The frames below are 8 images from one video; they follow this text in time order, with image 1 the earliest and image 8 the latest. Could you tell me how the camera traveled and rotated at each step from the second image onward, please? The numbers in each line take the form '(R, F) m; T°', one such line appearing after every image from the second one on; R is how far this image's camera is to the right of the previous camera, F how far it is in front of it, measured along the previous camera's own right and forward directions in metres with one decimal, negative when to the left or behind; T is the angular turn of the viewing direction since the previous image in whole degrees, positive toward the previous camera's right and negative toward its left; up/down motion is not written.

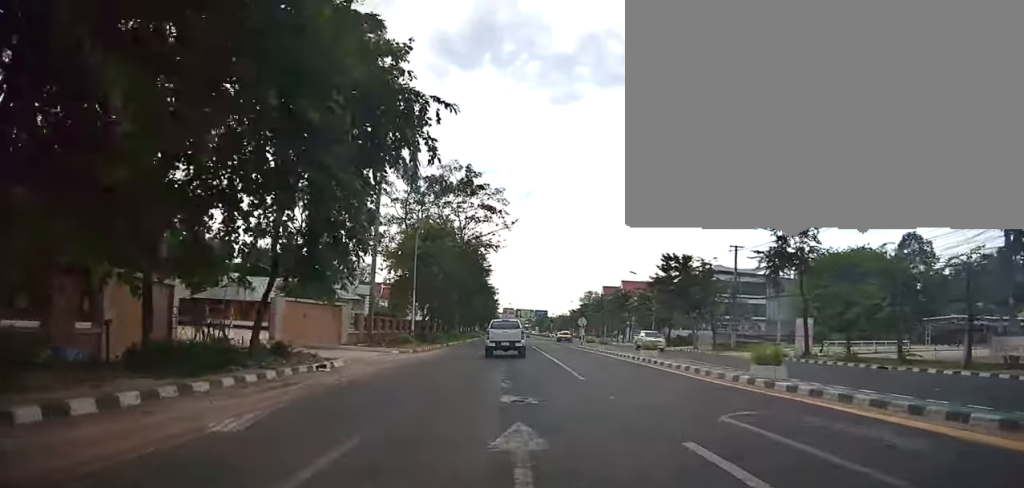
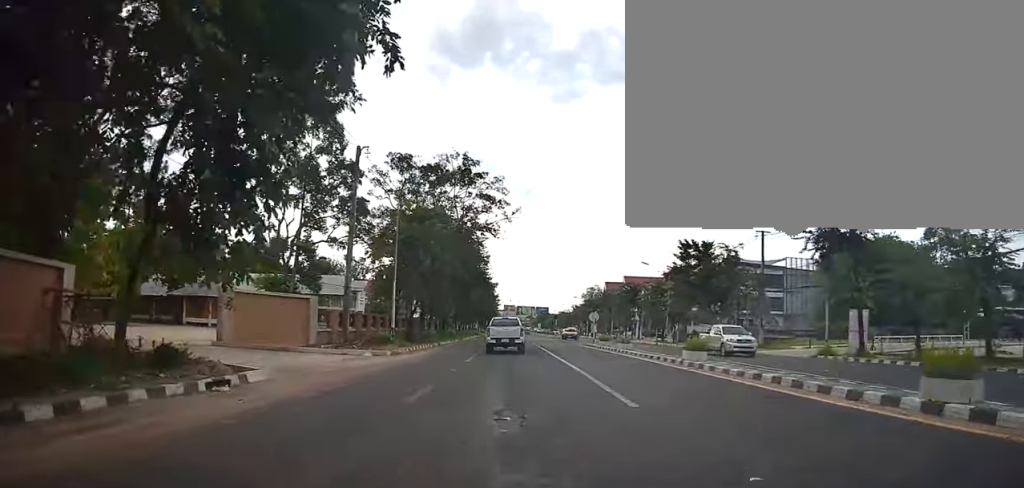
(+0.1, +6.5) m; 0°
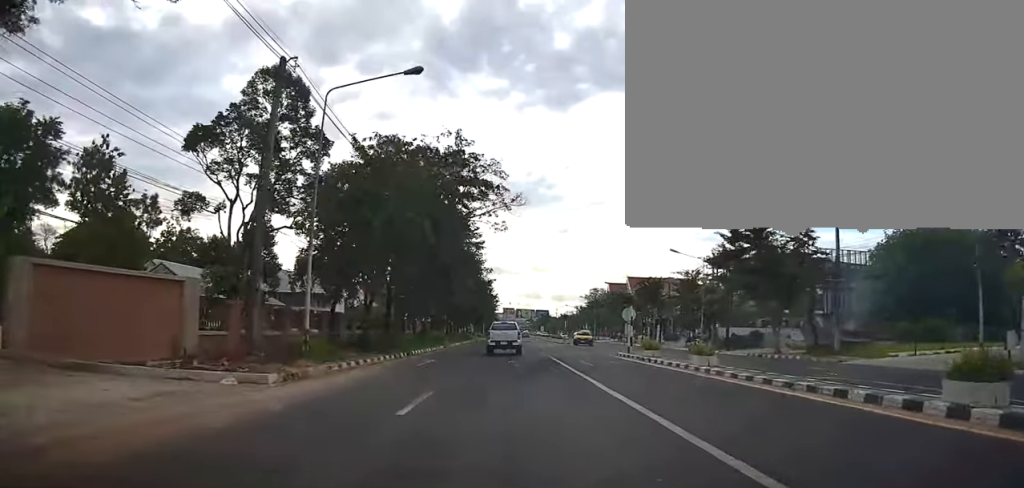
(-0.2, +12.2) m; 0°
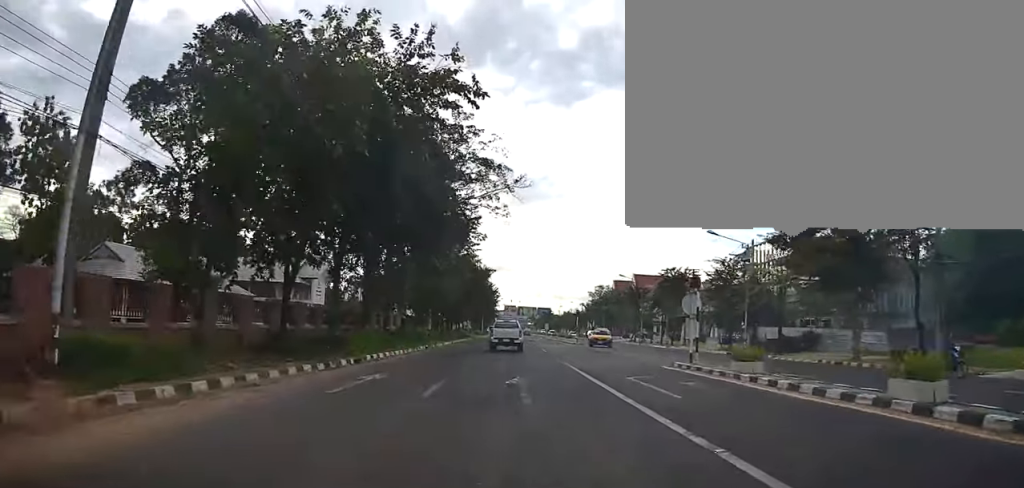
(+0.2, +9.9) m; 0°
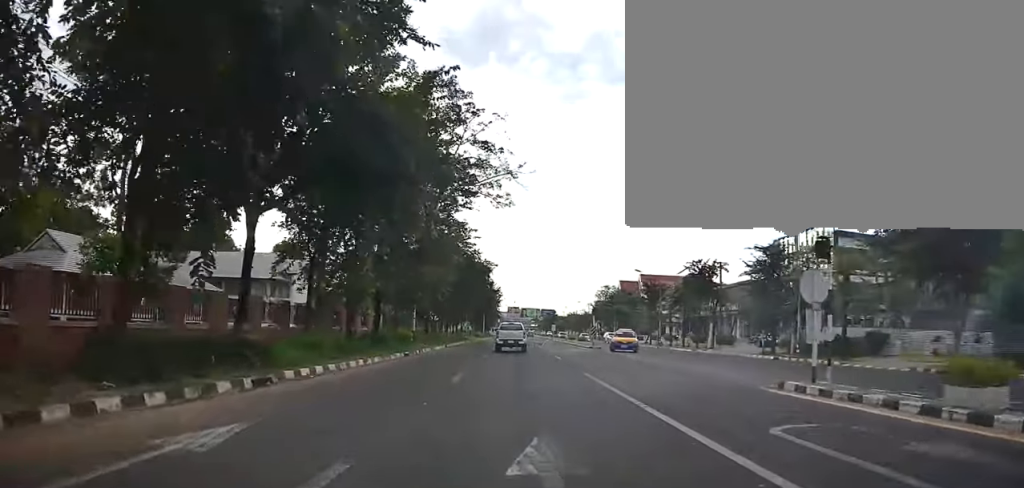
(0.0, +8.0) m; -1°
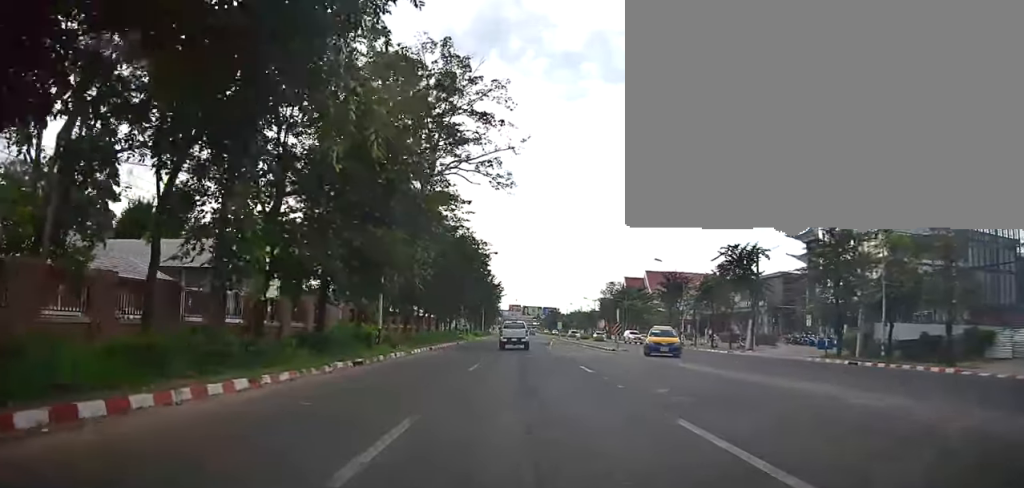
(-0.3, +9.1) m; -1°
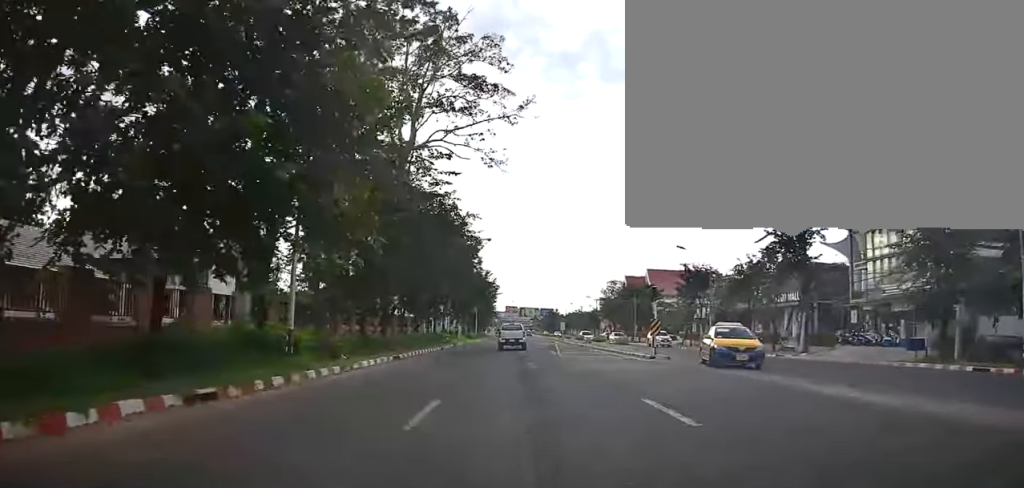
(+0.1, +9.6) m; +1°
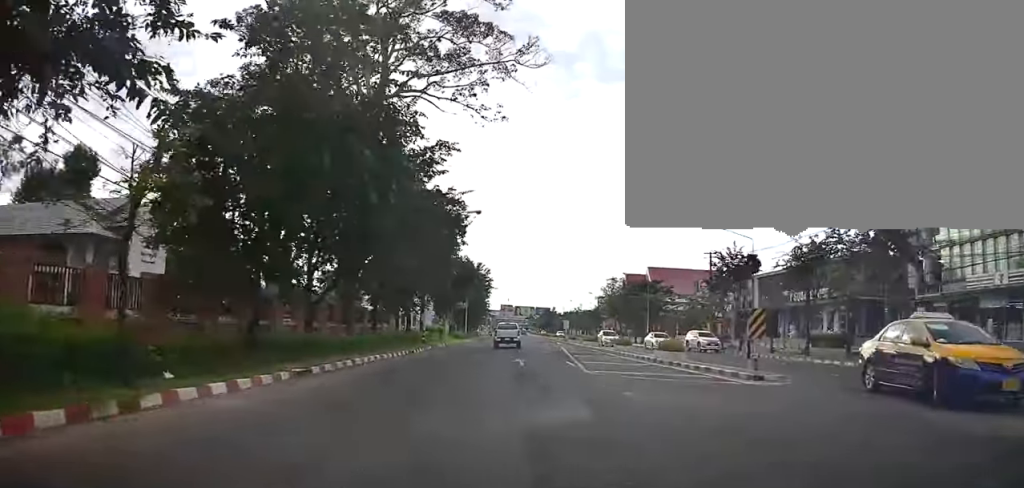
(+0.1, +10.8) m; +1°
